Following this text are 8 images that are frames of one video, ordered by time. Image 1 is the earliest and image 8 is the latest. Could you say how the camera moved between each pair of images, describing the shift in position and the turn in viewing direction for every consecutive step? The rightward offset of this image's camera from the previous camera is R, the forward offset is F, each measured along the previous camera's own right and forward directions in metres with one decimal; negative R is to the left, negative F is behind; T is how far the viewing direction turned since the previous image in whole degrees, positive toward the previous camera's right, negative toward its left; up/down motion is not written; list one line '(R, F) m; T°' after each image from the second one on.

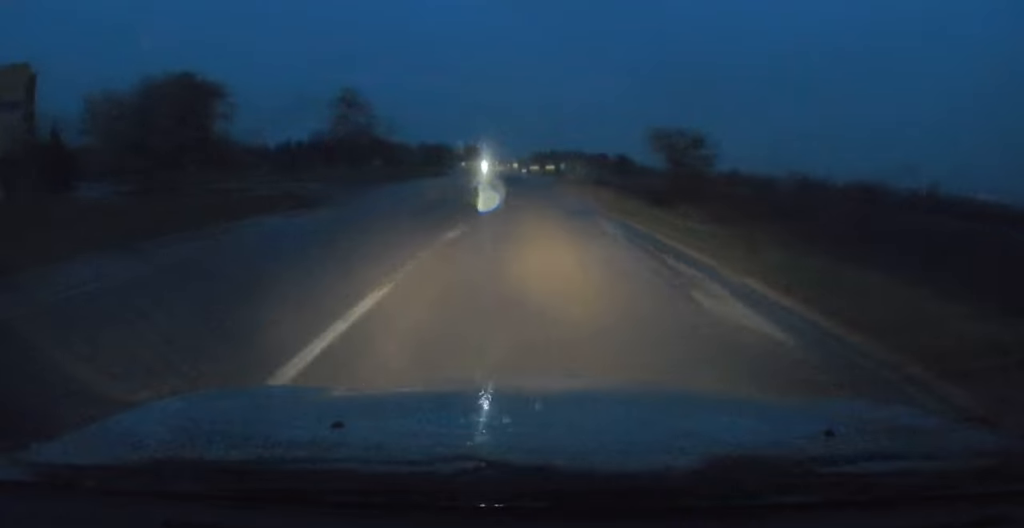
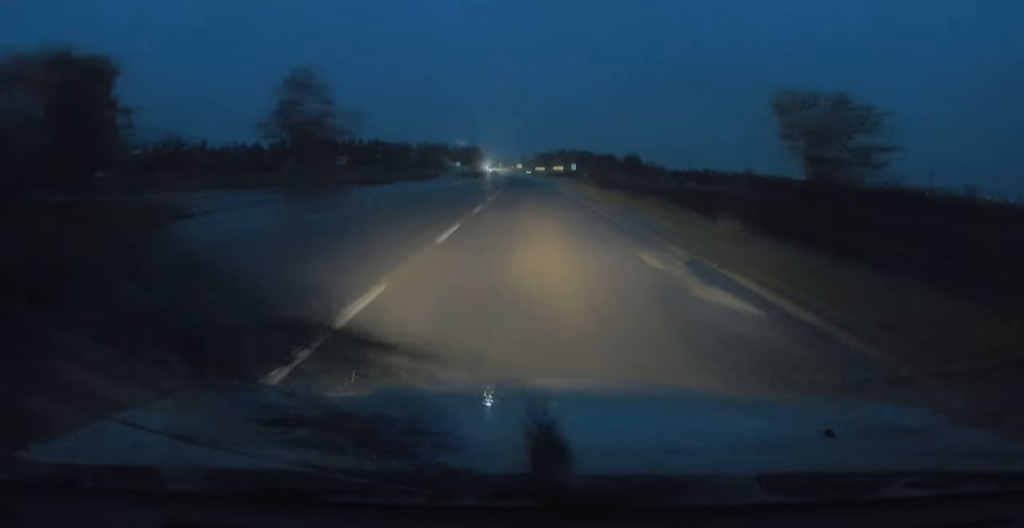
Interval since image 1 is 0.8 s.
(+0.1, +15.7) m; -1°
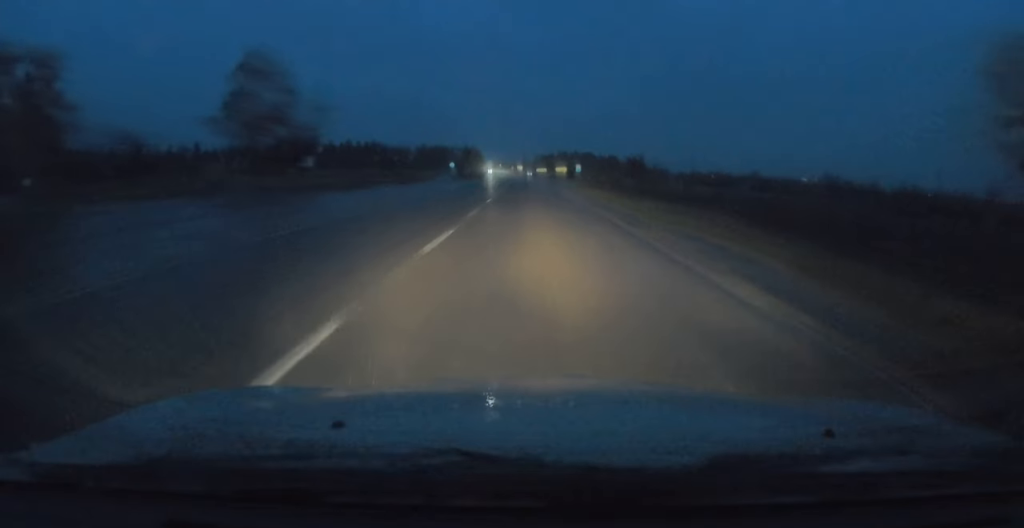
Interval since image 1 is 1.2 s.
(-0.2, +8.9) m; 0°
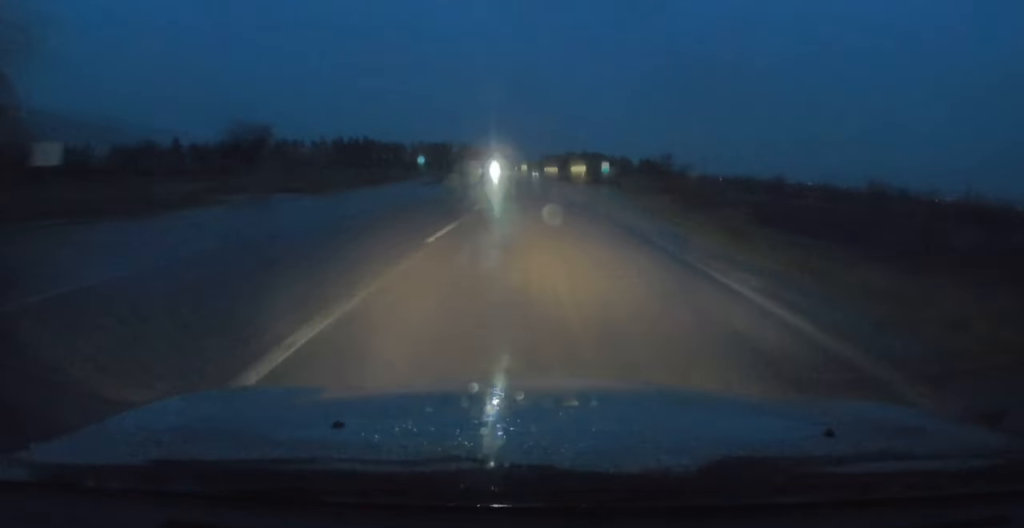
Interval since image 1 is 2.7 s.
(+0.2, +30.0) m; 0°
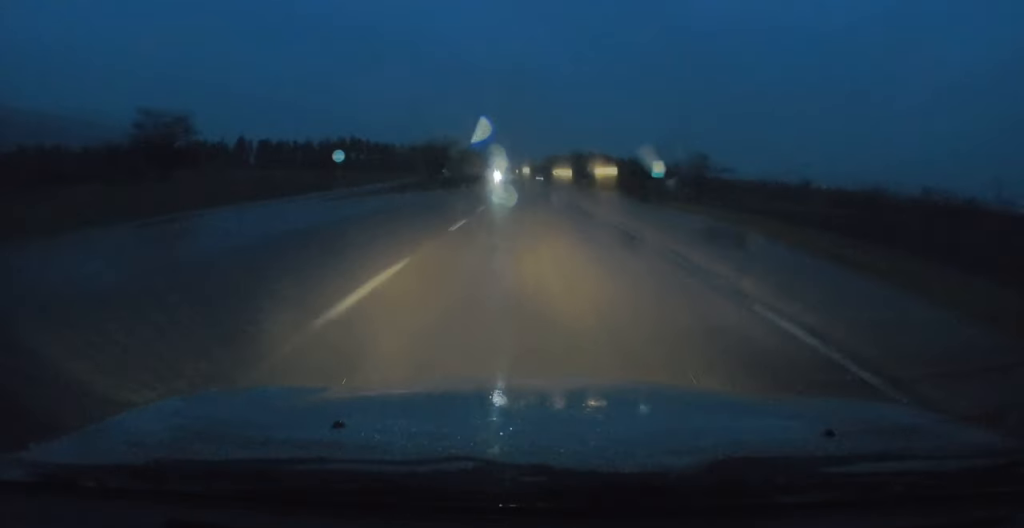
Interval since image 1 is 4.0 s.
(-0.5, +27.7) m; -1°
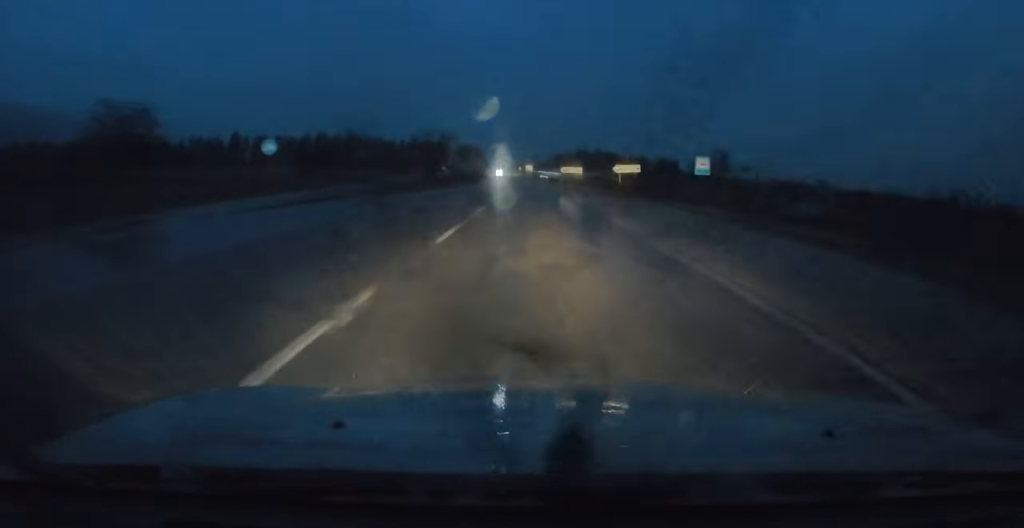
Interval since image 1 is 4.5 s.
(0.0, +10.1) m; 0°
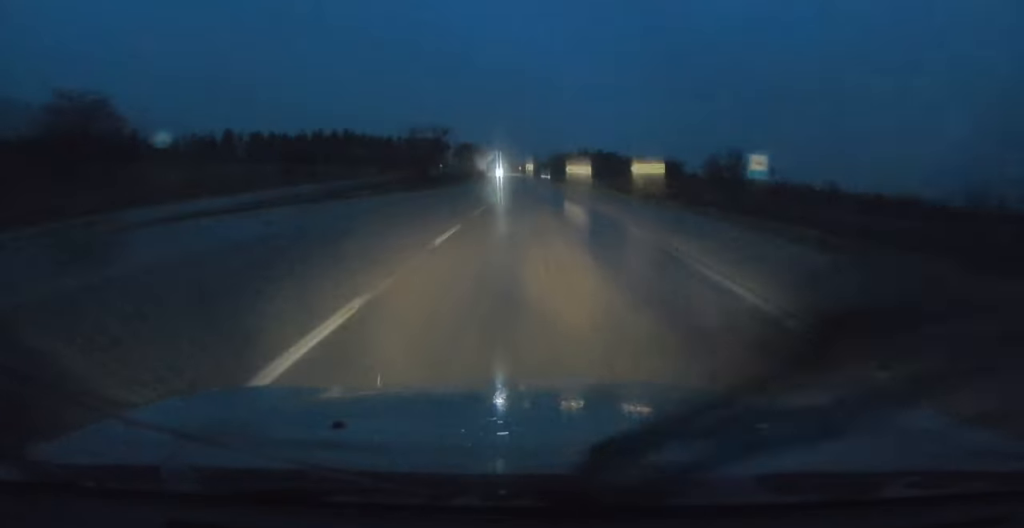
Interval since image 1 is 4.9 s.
(0.0, +8.1) m; 0°
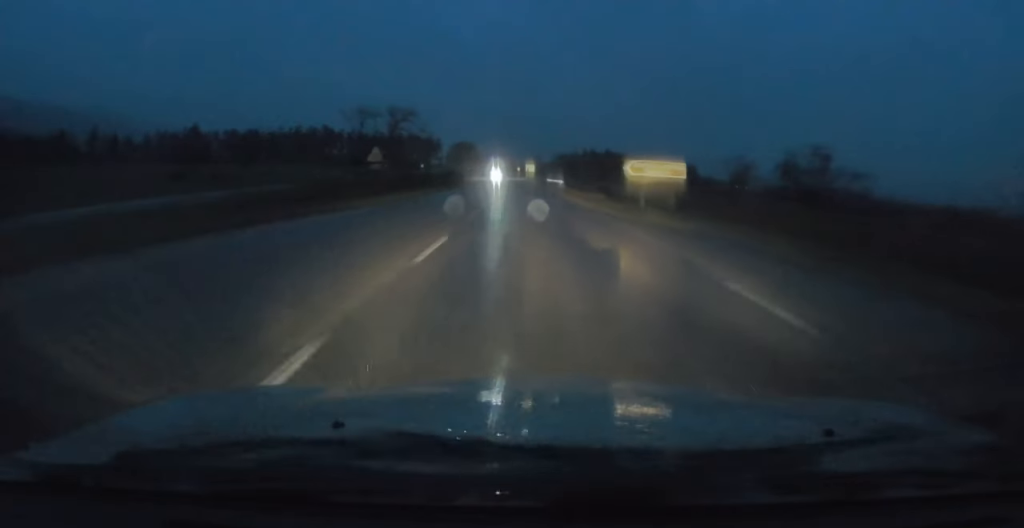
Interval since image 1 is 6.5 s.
(-0.1, +32.5) m; 0°
